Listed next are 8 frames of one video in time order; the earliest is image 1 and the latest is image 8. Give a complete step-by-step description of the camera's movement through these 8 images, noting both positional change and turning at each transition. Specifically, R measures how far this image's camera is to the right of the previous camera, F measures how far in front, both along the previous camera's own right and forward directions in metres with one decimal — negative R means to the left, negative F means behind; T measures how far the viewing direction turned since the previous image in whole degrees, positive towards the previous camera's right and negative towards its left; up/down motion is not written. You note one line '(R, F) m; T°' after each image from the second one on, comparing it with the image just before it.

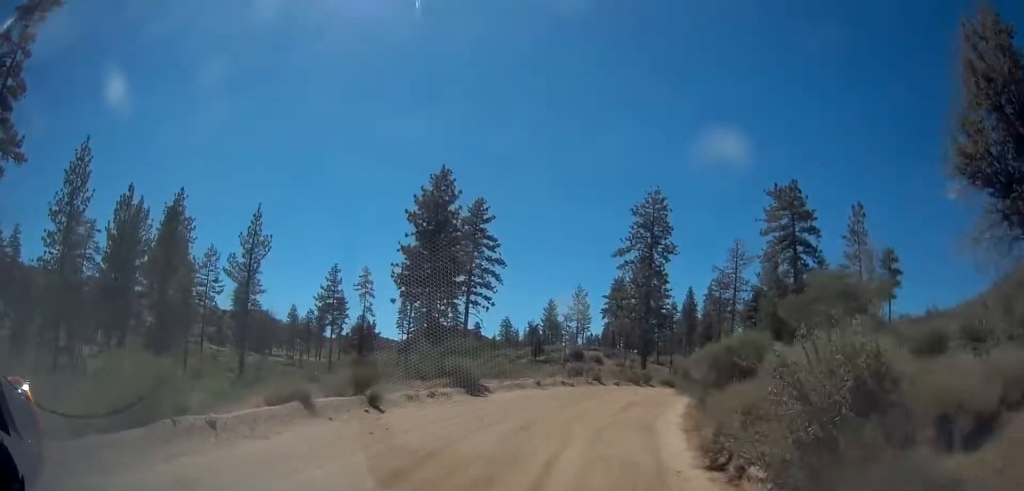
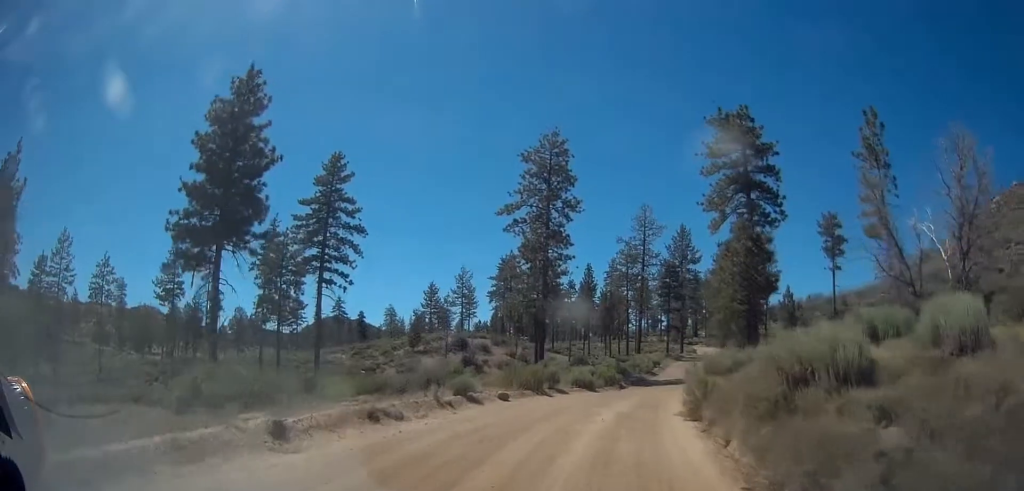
(+1.1, +16.7) m; +8°
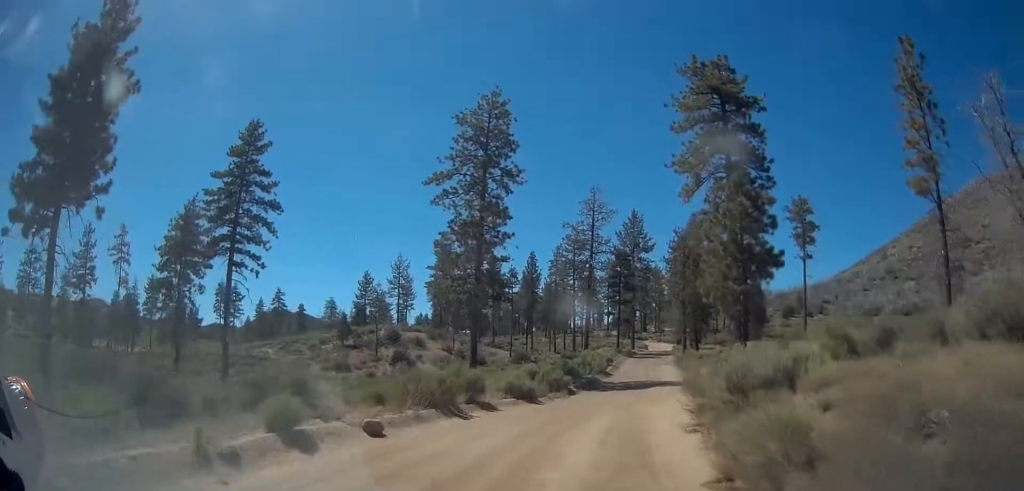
(+0.4, +8.6) m; +9°
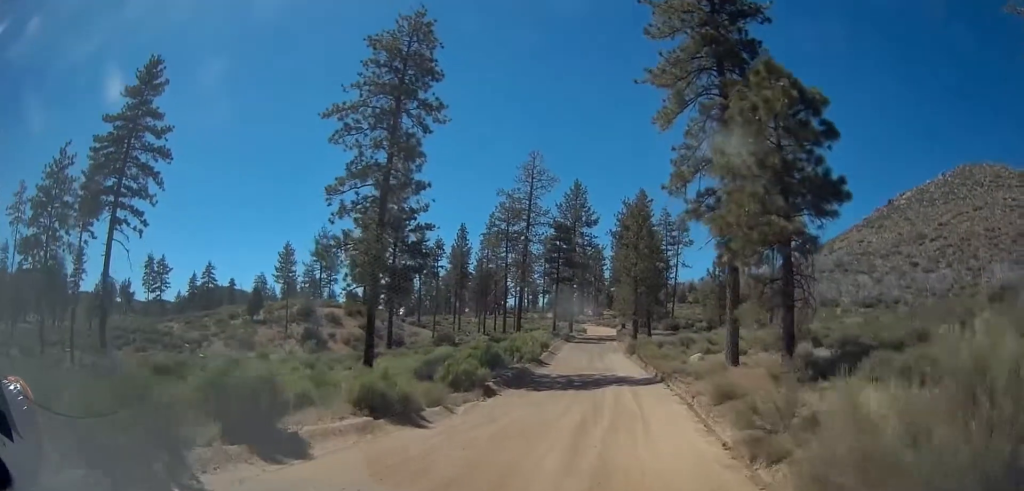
(+0.5, +10.4) m; +2°
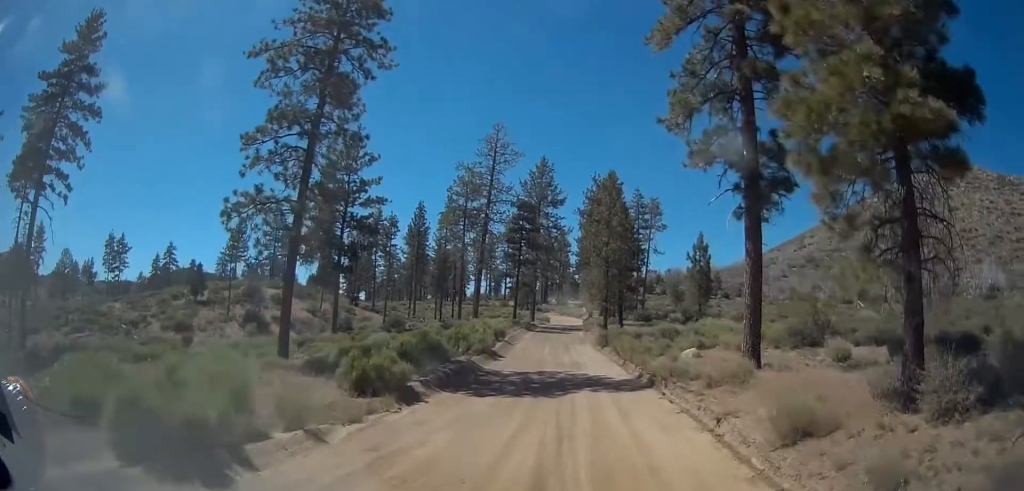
(0.0, +6.7) m; +4°
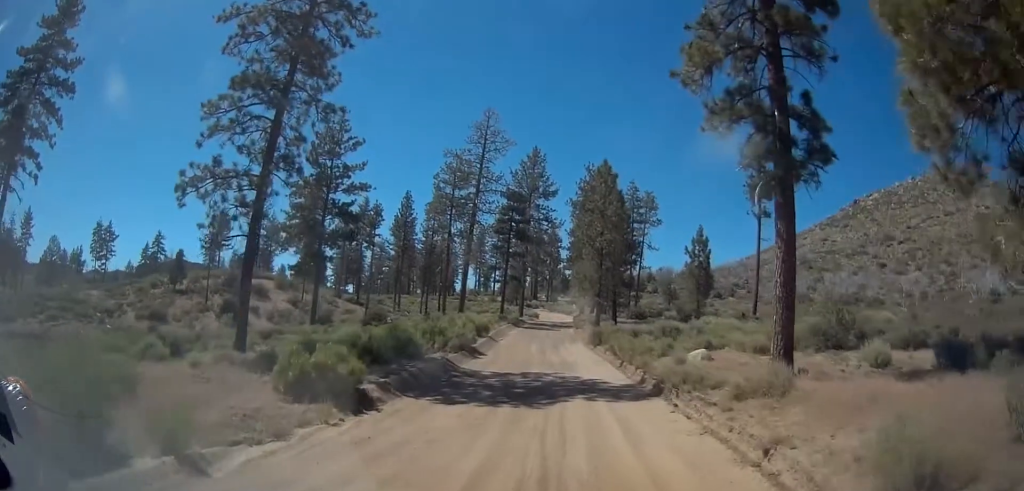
(+0.2, +3.3) m; +3°
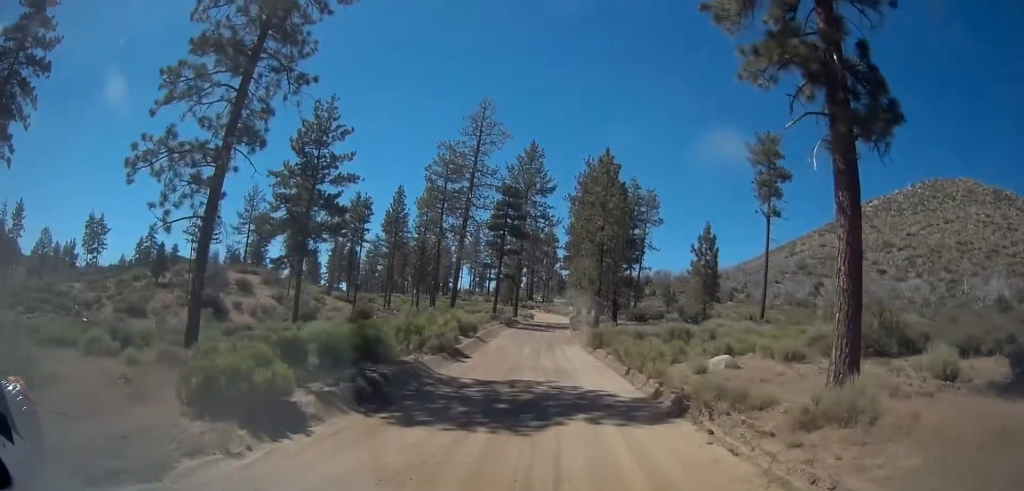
(+0.1, +3.6) m; +2°
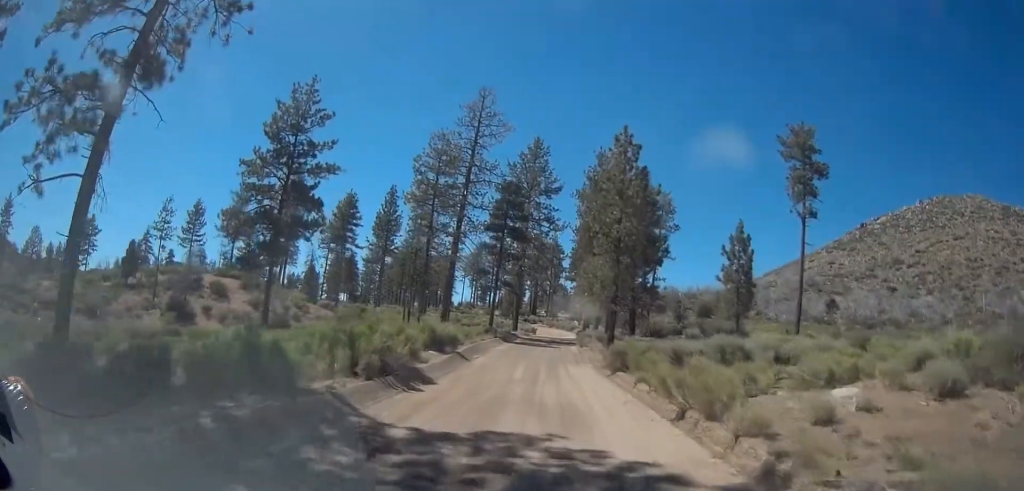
(+0.1, +7.8) m; 0°
